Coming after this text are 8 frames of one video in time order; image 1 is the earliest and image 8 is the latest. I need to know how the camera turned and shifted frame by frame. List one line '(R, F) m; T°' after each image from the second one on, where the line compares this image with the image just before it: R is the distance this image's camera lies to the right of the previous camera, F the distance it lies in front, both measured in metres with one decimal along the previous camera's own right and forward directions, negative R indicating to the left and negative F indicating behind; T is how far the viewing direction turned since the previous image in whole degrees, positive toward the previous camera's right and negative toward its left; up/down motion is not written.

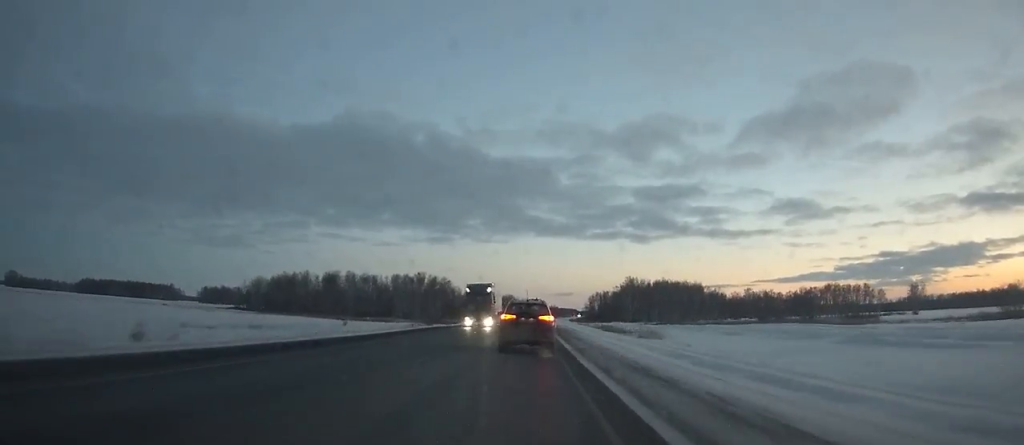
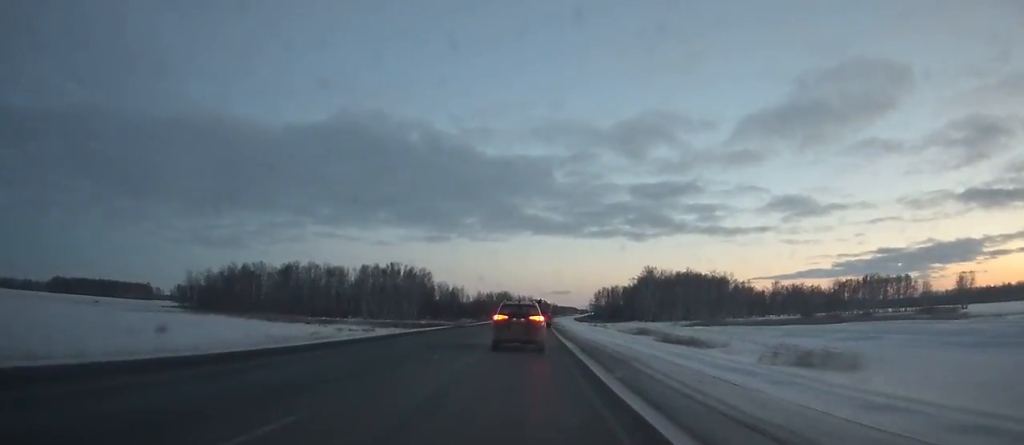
(0.0, +47.3) m; 0°
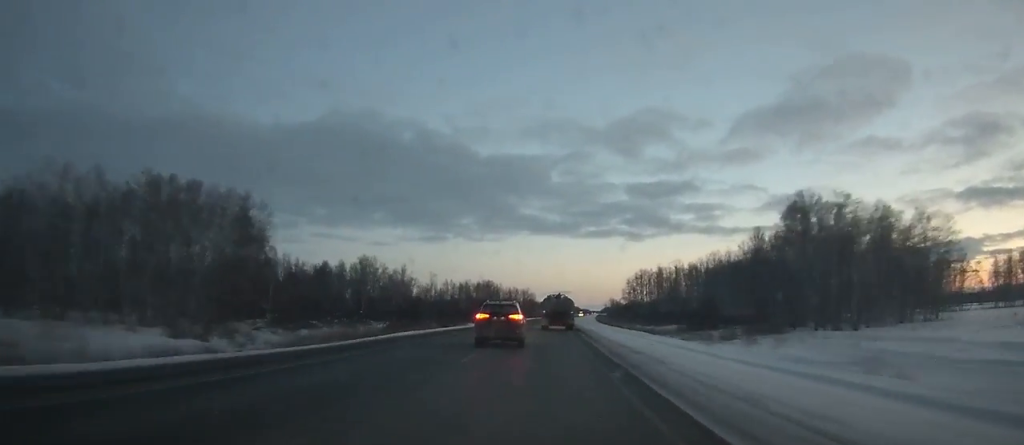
(+1.6, +133.9) m; +1°
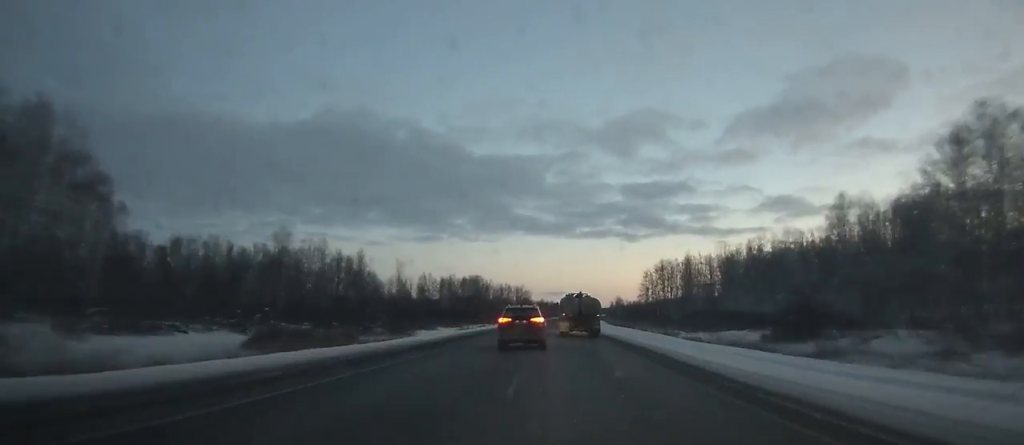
(-0.1, +41.2) m; 0°
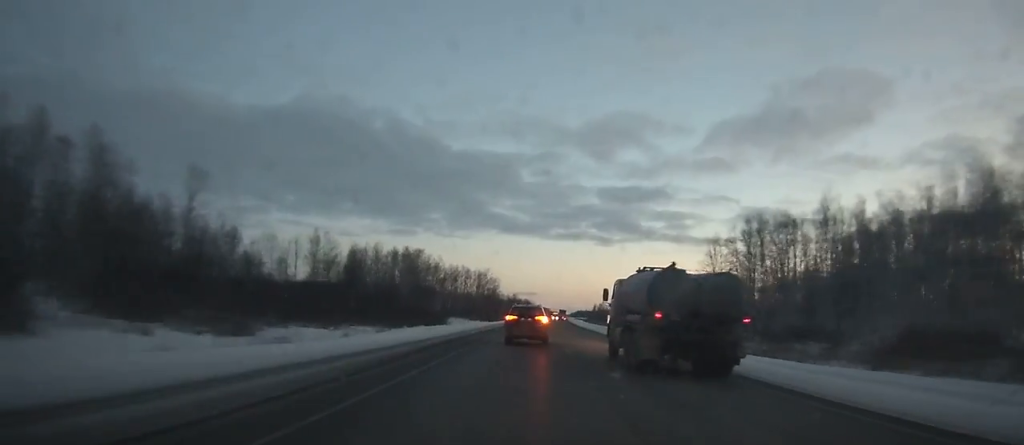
(+0.6, +83.6) m; +2°
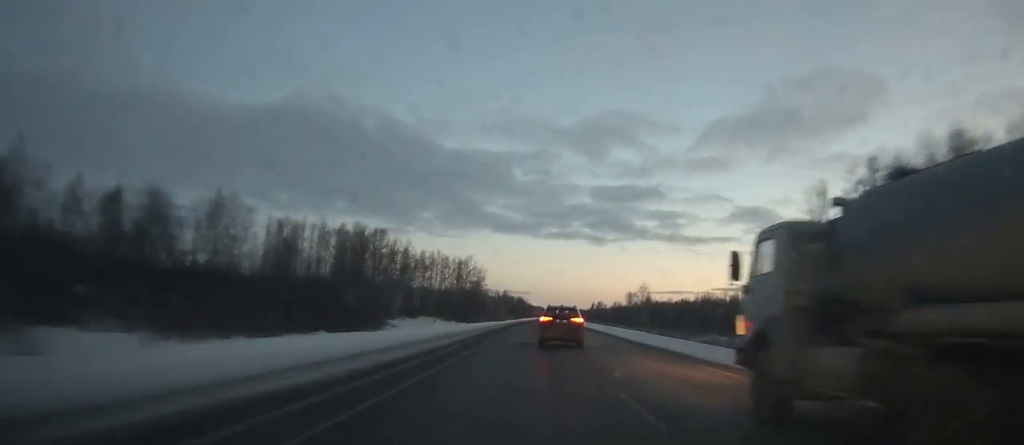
(-0.1, +36.0) m; +2°
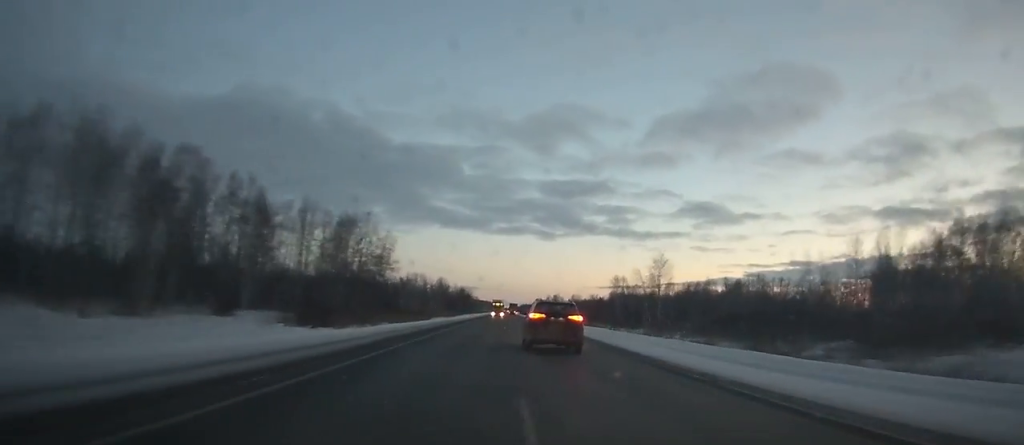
(+1.8, +58.3) m; +2°
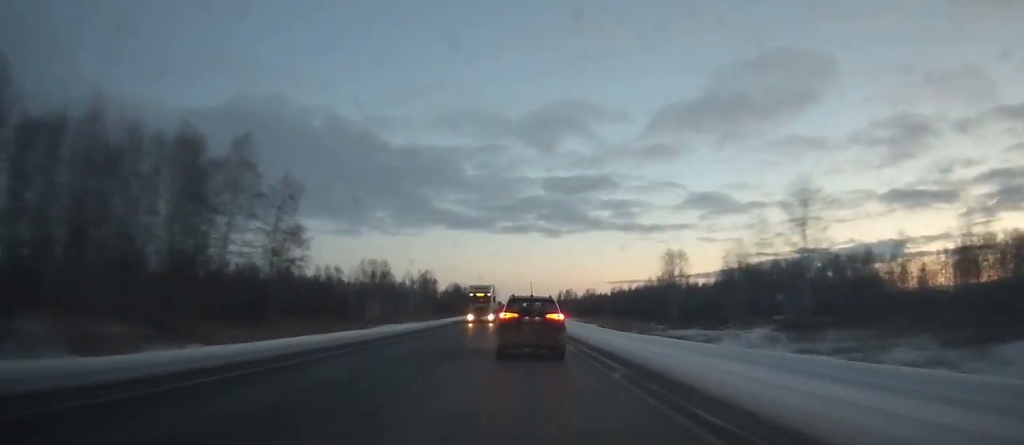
(+0.6, +42.7) m; +1°
